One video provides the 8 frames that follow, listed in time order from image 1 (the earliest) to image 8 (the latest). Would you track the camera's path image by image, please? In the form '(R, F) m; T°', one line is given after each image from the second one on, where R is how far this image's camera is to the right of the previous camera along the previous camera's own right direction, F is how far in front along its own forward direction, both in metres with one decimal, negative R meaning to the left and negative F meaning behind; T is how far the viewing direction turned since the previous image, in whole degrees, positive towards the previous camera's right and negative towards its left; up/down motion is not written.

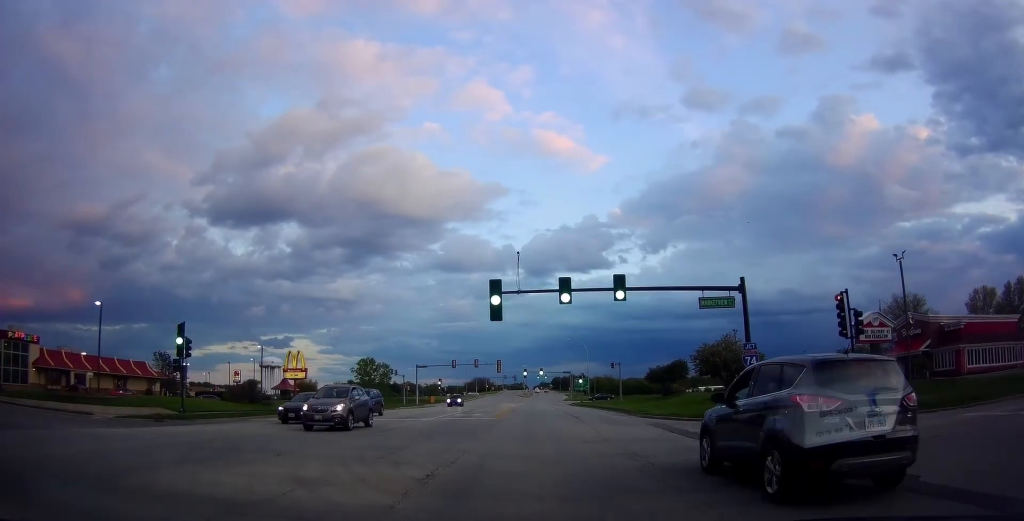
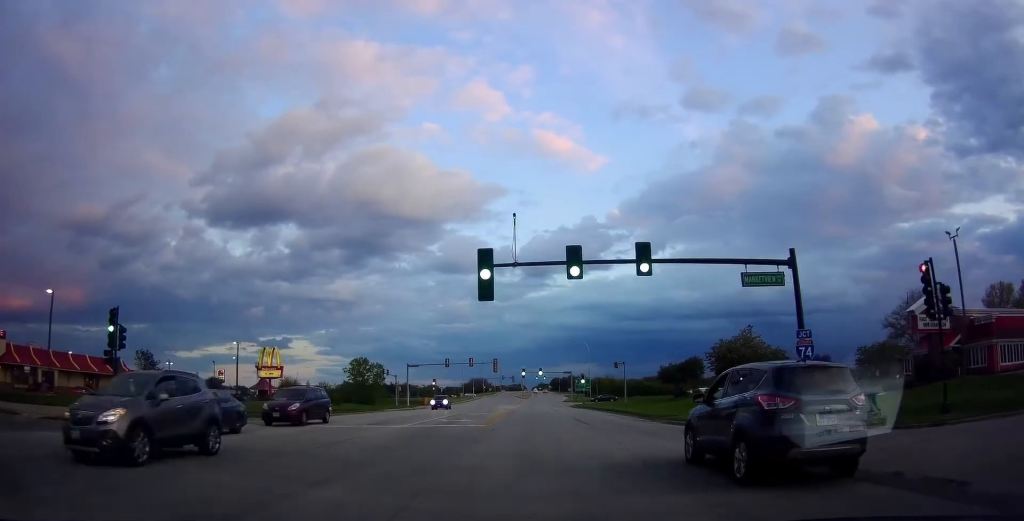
(+0.2, +5.9) m; +2°
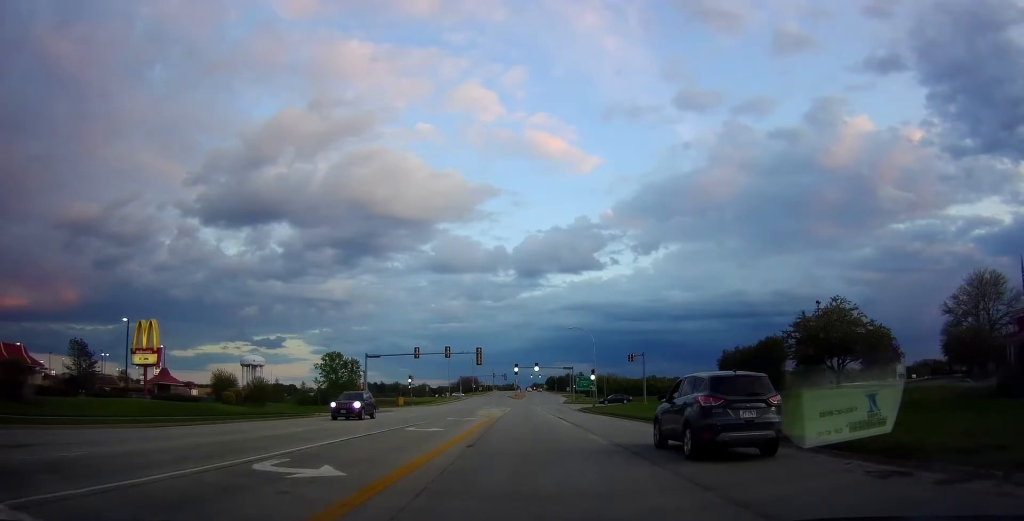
(0.0, +20.1) m; 0°
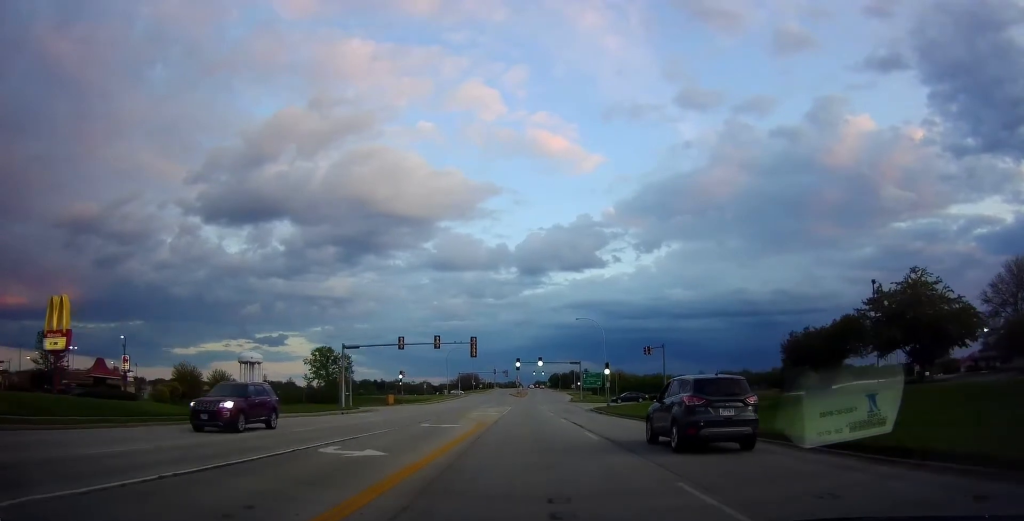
(0.0, +10.3) m; 0°
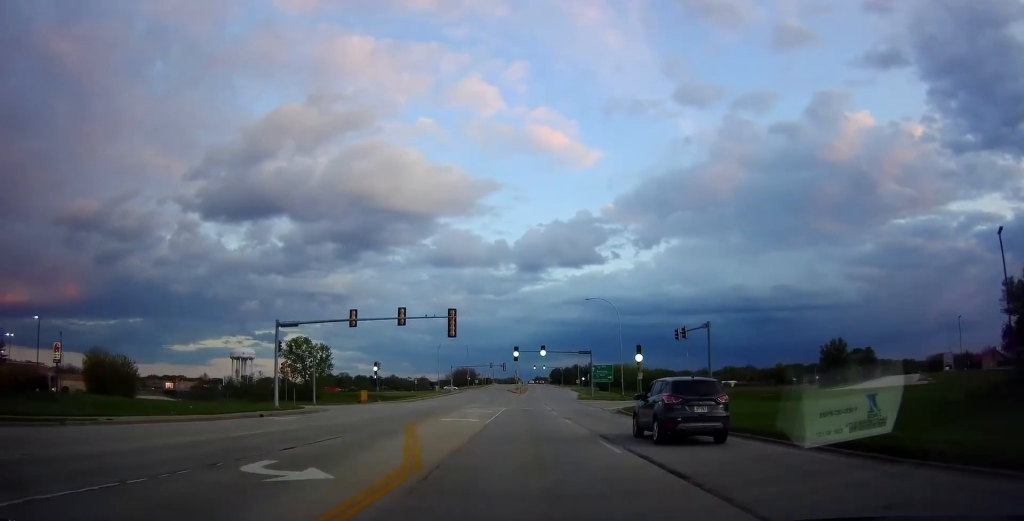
(0.0, +16.8) m; 0°
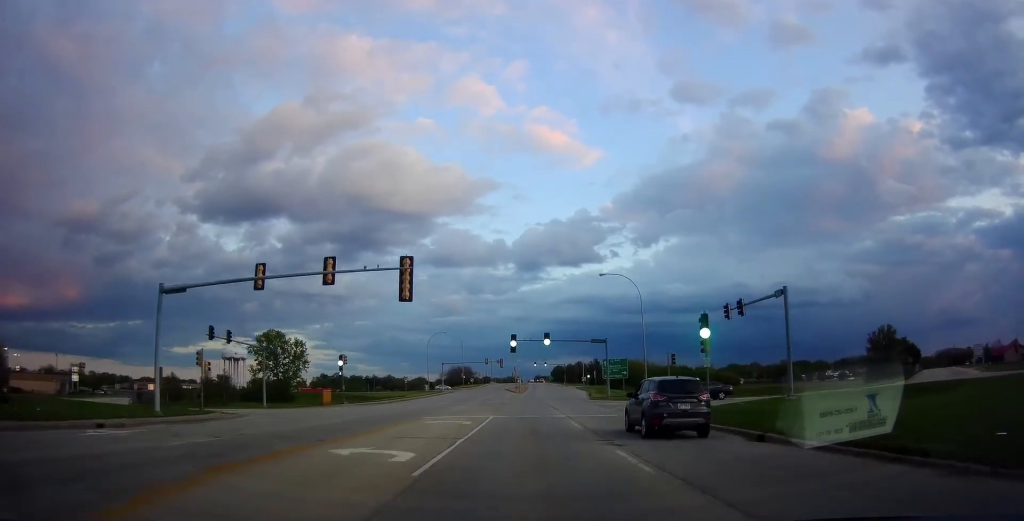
(0.0, +16.1) m; 0°
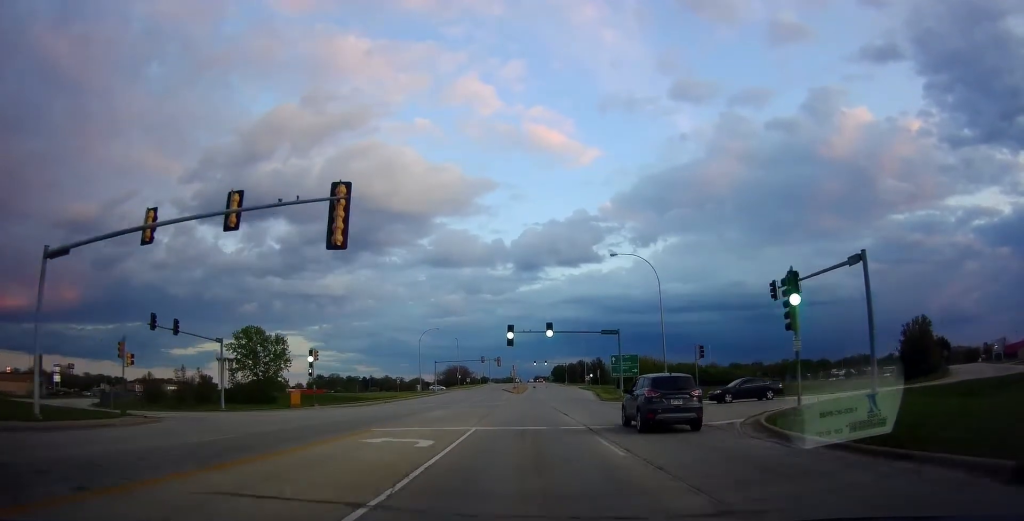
(0.0, +9.8) m; 0°
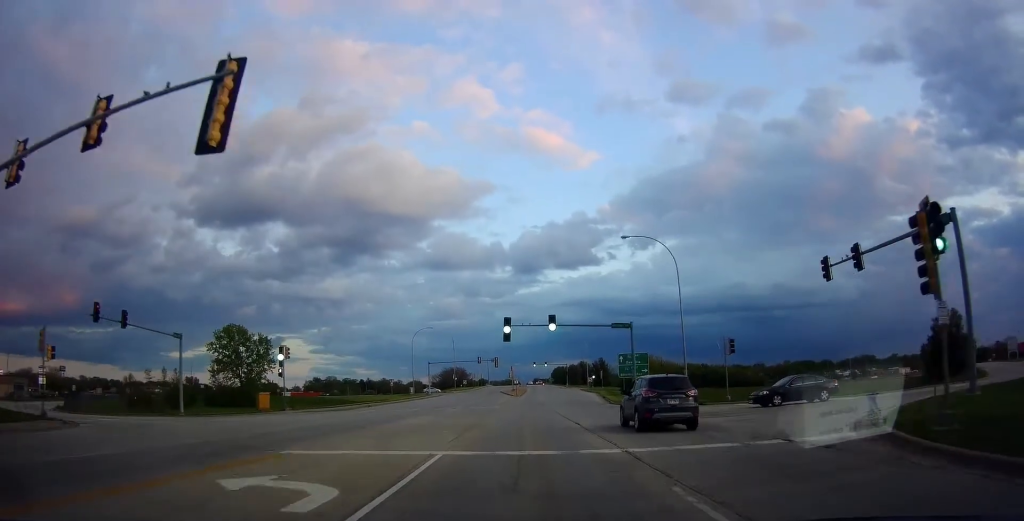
(0.0, +7.4) m; 0°
